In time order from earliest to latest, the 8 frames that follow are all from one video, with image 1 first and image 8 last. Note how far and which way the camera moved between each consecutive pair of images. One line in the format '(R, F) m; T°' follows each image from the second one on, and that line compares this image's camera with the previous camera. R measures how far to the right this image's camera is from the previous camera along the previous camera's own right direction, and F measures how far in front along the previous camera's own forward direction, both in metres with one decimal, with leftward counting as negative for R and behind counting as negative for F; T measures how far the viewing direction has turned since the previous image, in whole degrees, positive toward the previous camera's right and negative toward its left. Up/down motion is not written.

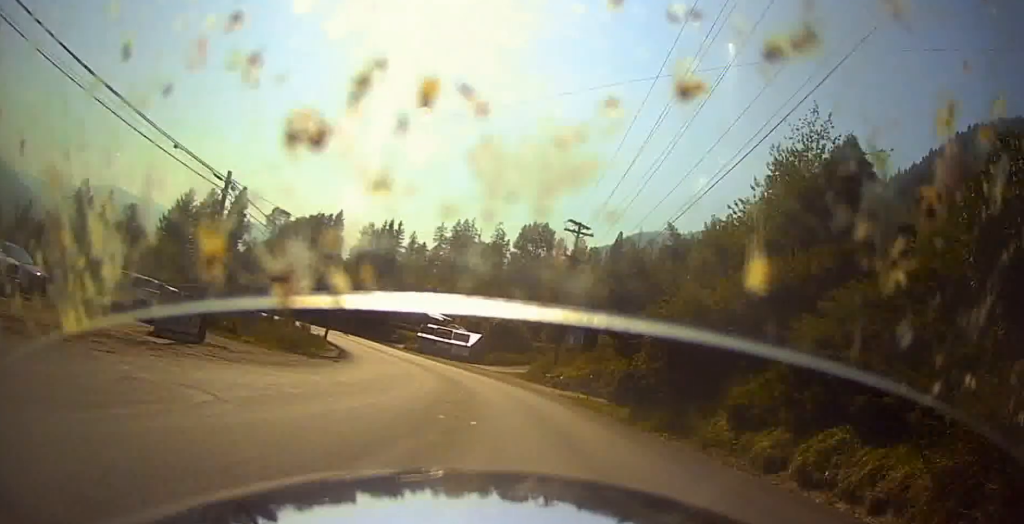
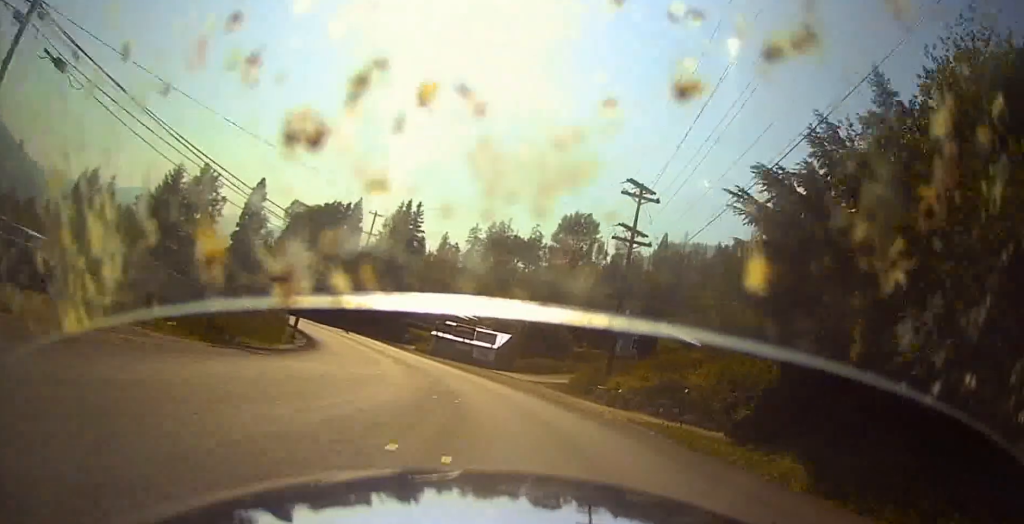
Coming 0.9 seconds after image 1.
(-0.9, +13.5) m; -6°
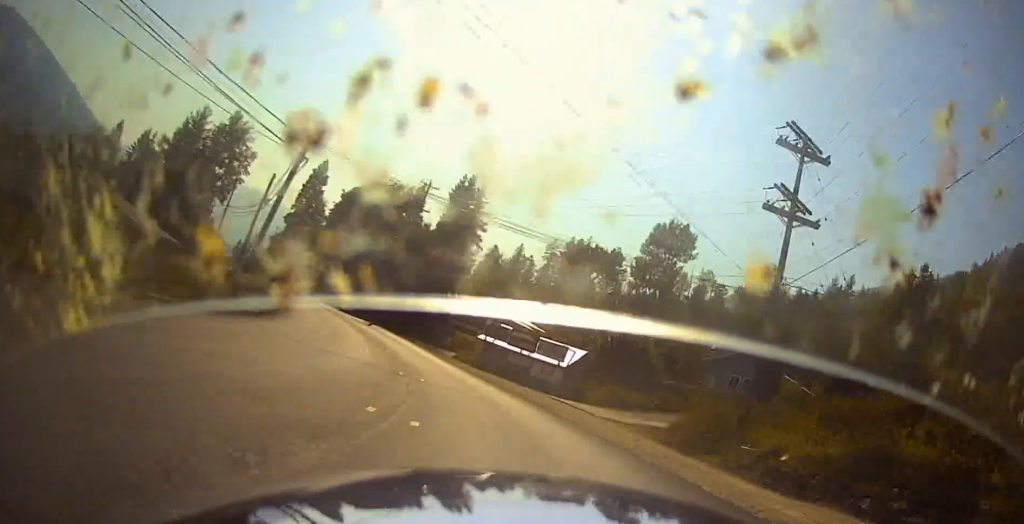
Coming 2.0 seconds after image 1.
(-0.7, +14.4) m; -7°
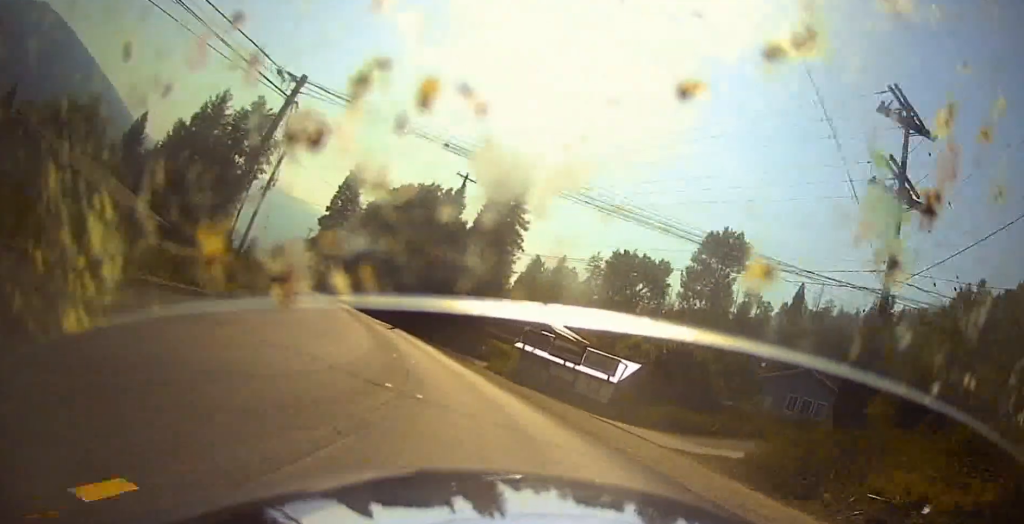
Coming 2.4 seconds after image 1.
(+0.3, +5.6) m; -3°
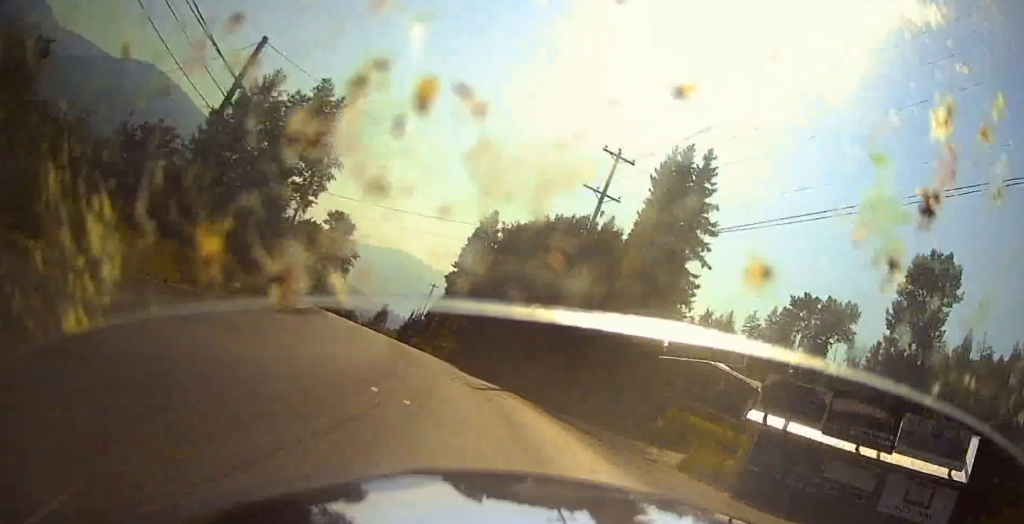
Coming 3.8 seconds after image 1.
(-3.4, +19.9) m; -15°
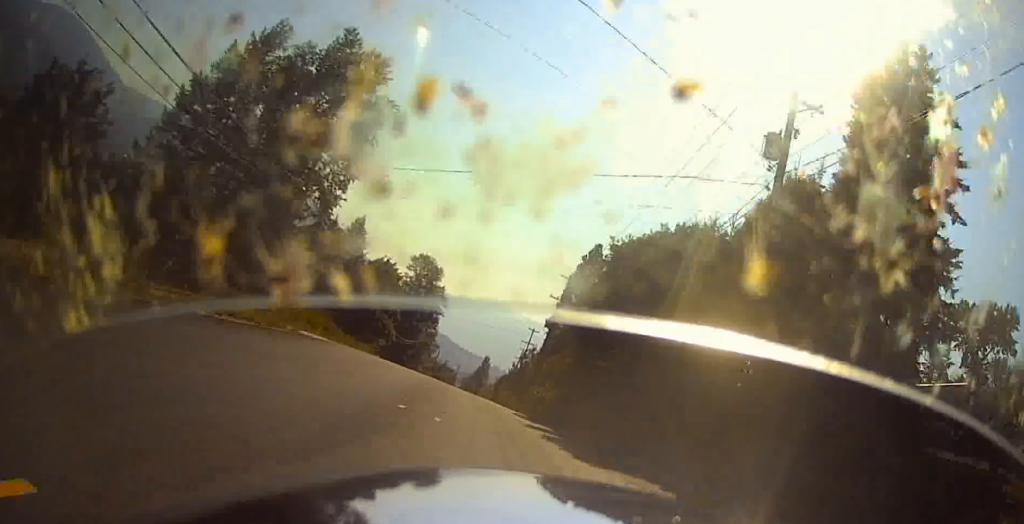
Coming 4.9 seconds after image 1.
(-1.4, +17.7) m; -6°
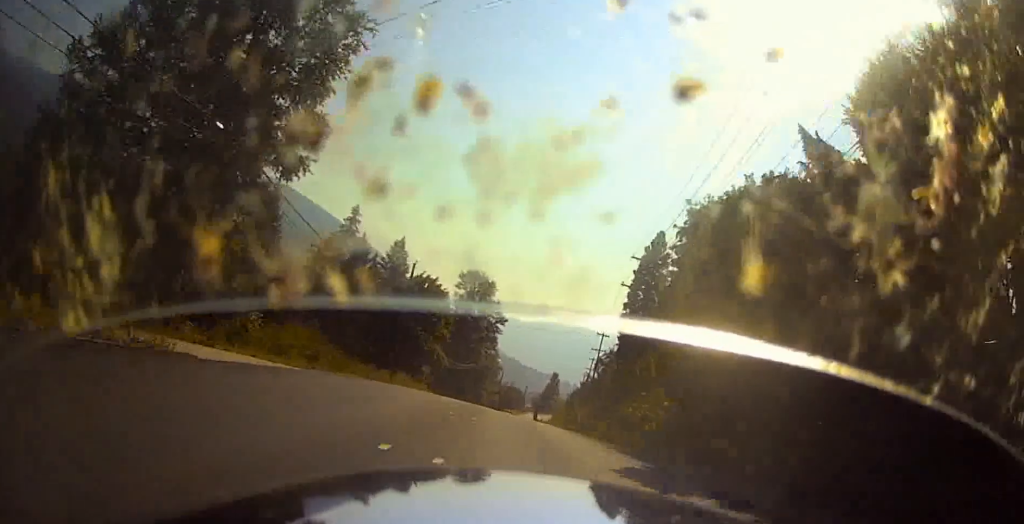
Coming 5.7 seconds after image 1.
(-0.3, +13.4) m; -2°
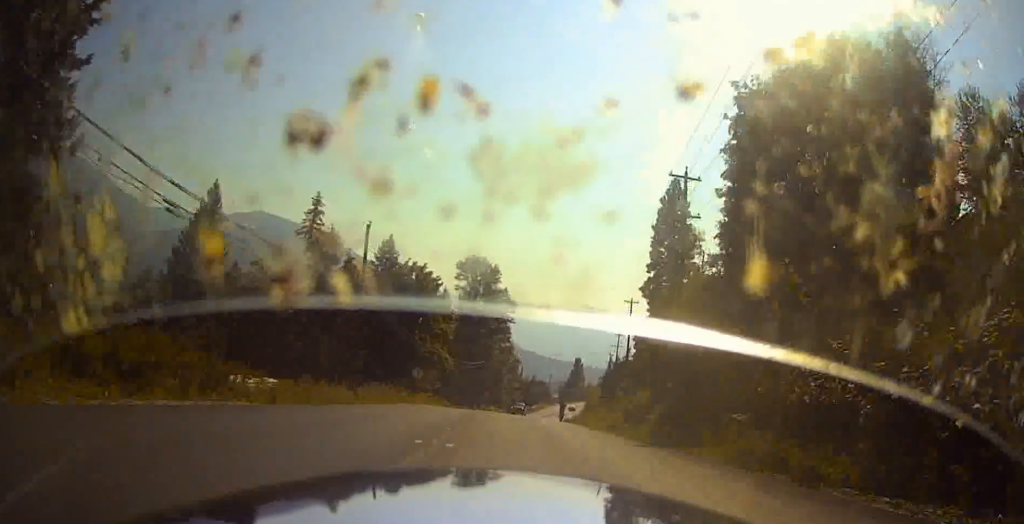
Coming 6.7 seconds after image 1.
(-0.1, +15.3) m; +1°
